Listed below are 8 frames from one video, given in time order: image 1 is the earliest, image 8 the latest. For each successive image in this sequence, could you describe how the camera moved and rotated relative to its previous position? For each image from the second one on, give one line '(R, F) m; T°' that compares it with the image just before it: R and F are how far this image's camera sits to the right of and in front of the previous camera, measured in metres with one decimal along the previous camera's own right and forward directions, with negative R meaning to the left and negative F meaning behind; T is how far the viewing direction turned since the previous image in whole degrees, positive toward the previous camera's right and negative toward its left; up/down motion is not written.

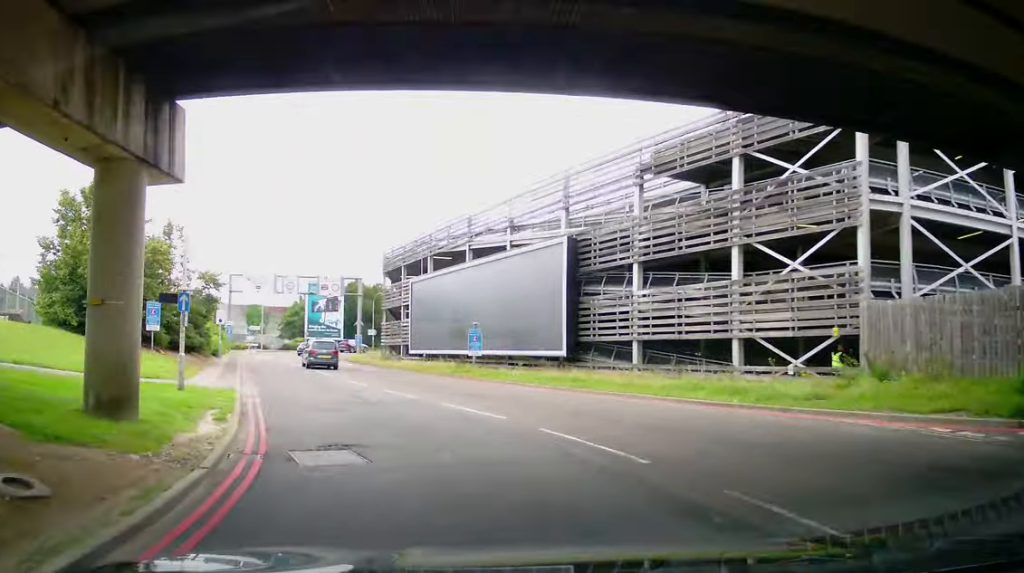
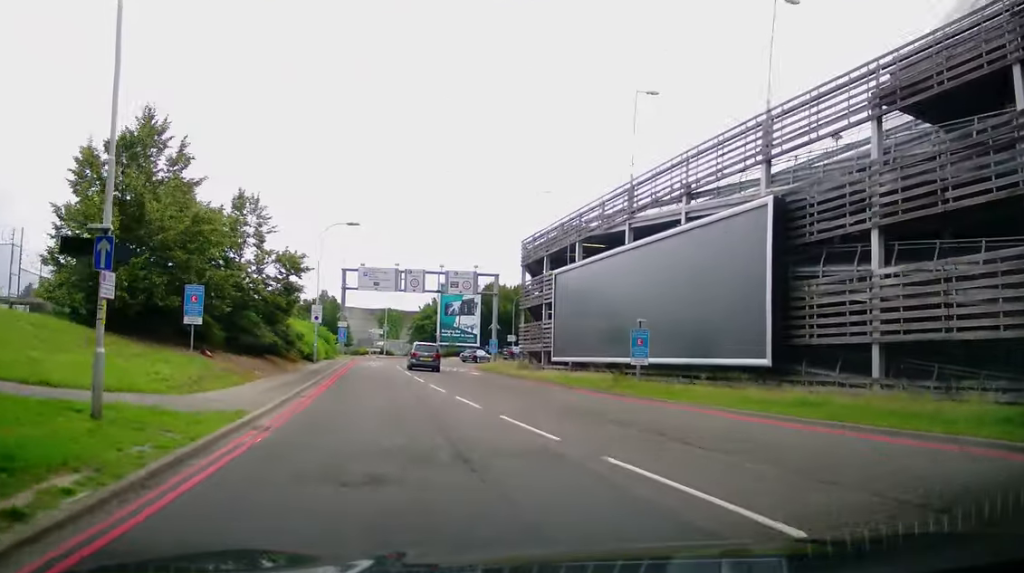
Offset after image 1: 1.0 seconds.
(-1.0, +8.2) m; -11°
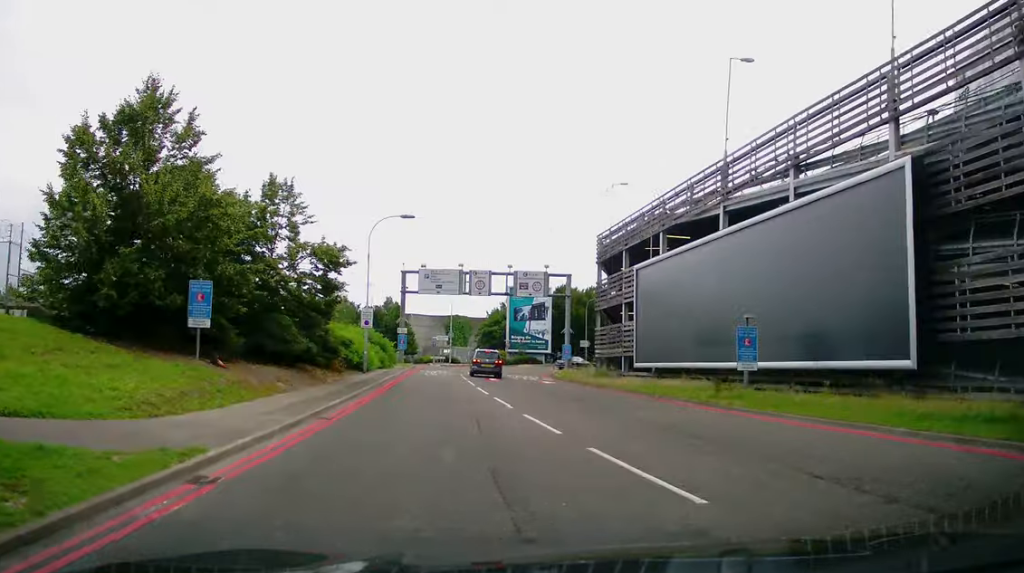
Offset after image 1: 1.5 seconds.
(-0.3, +4.2) m; -4°
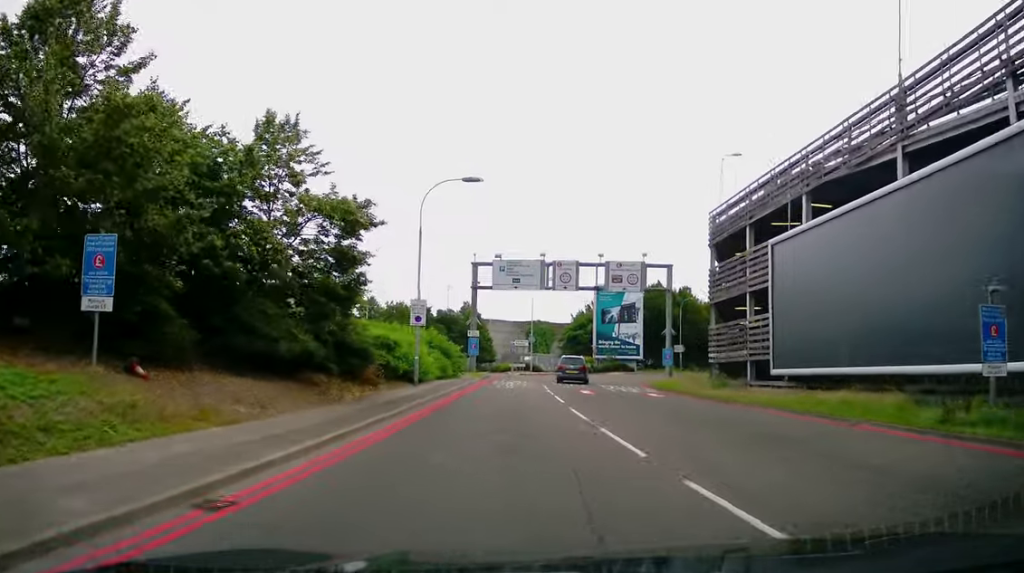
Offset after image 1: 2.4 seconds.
(-0.6, +7.8) m; -6°
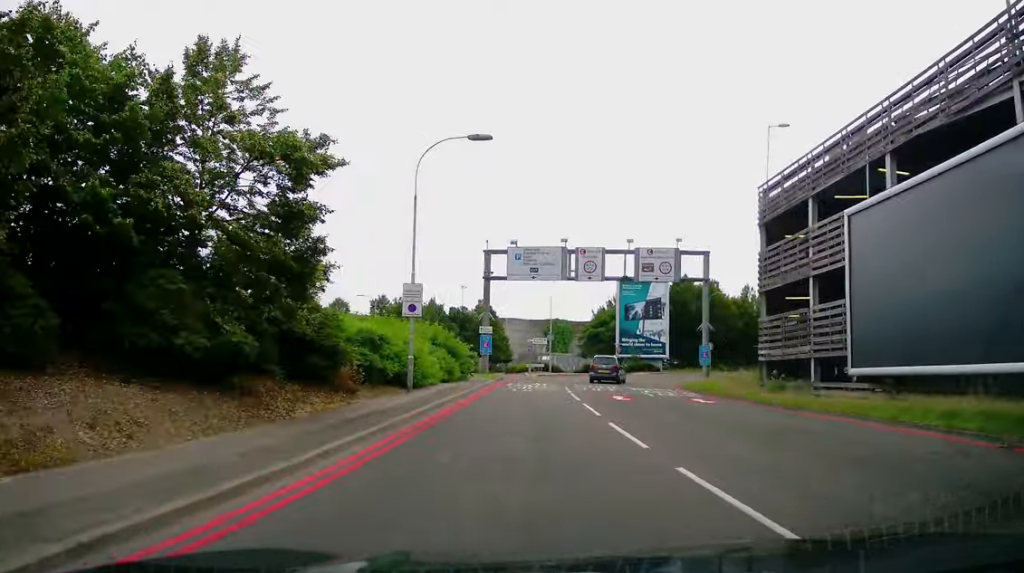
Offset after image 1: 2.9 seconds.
(-0.2, +4.8) m; -2°
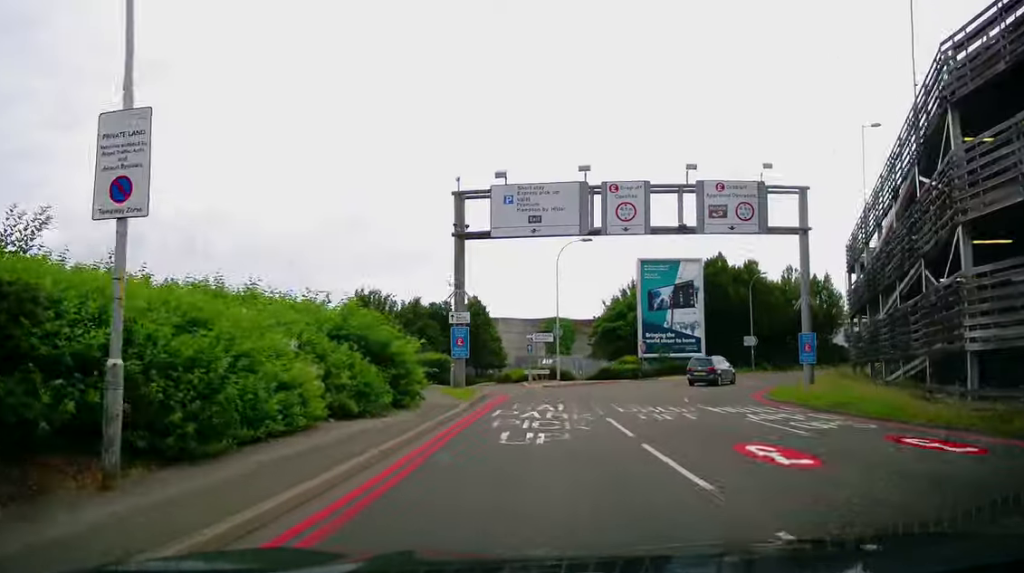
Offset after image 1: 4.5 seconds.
(-0.3, +14.8) m; -3°
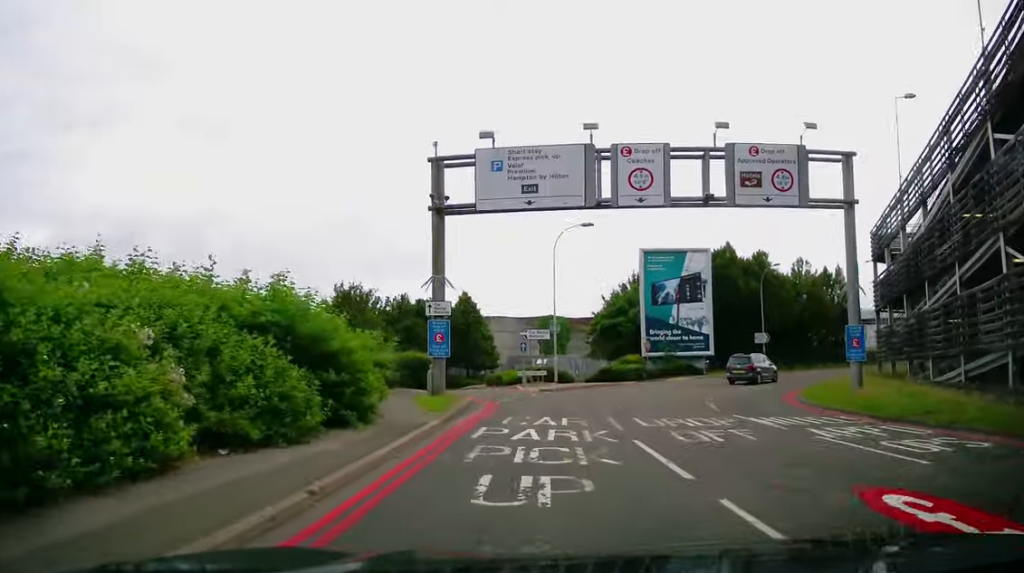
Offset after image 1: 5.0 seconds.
(0.0, +4.4) m; 0°
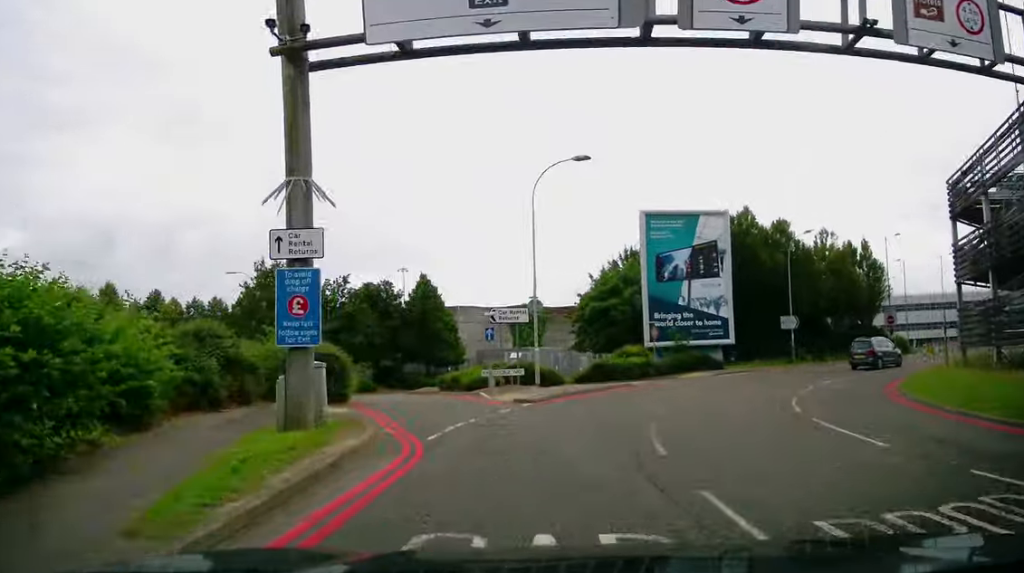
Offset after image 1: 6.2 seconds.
(+0.3, +10.8) m; +6°
